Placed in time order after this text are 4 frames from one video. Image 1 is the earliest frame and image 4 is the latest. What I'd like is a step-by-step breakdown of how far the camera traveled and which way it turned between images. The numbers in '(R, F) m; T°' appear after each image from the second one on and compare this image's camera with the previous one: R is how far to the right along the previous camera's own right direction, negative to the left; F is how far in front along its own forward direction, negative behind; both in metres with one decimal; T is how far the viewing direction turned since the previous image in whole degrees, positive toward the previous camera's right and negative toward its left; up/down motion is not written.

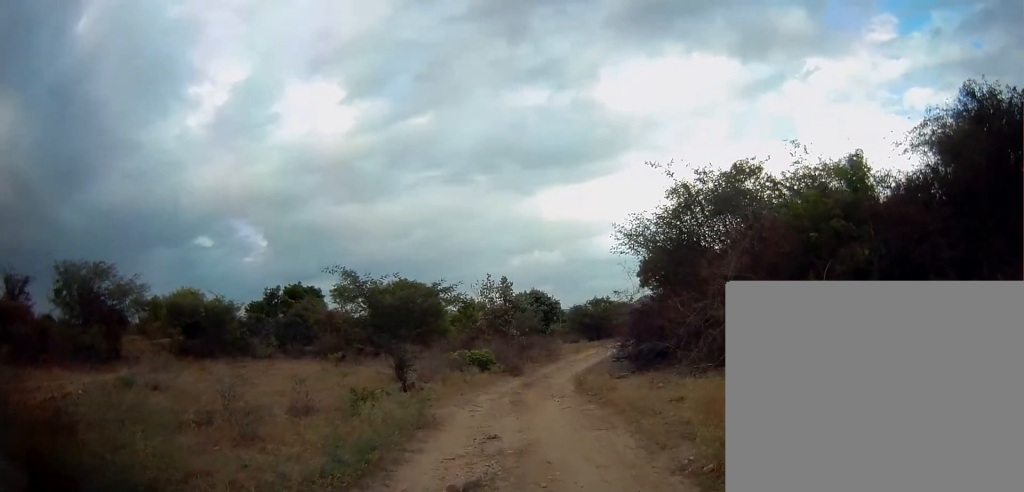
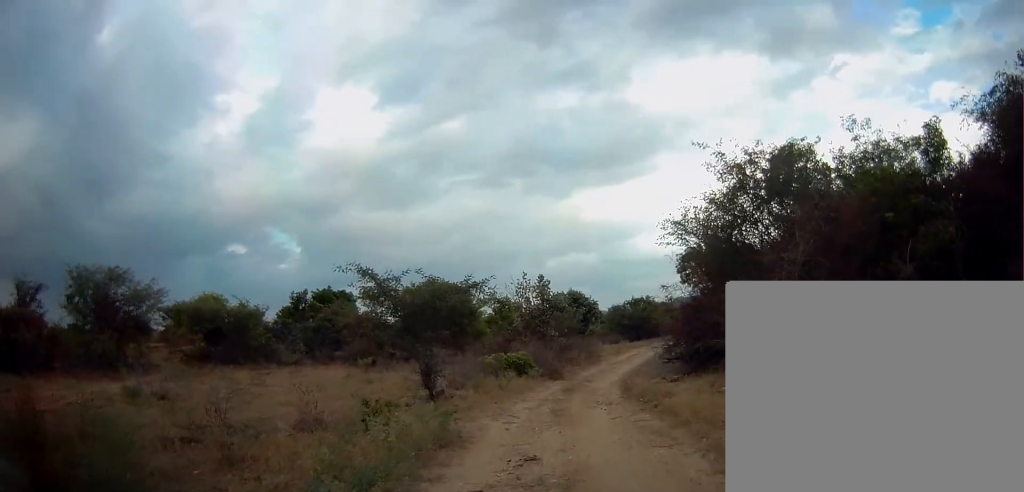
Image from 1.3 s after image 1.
(-0.1, +1.4) m; 0°
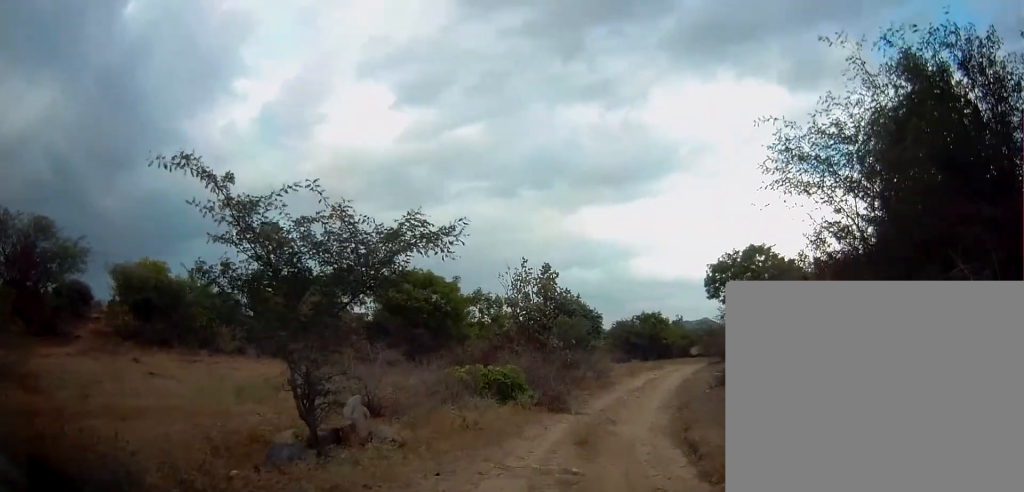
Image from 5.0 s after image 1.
(-0.8, +6.6) m; -4°
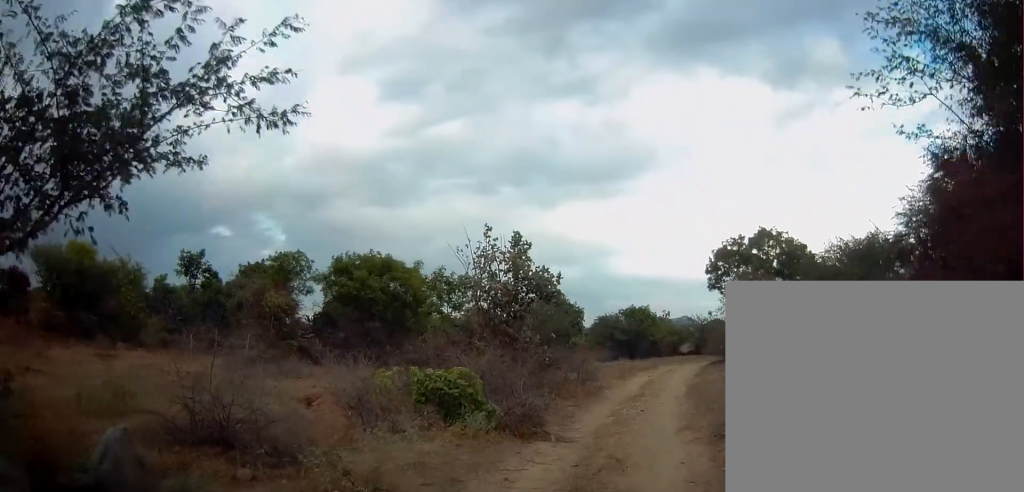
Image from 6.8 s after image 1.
(+0.3, +4.9) m; +6°
